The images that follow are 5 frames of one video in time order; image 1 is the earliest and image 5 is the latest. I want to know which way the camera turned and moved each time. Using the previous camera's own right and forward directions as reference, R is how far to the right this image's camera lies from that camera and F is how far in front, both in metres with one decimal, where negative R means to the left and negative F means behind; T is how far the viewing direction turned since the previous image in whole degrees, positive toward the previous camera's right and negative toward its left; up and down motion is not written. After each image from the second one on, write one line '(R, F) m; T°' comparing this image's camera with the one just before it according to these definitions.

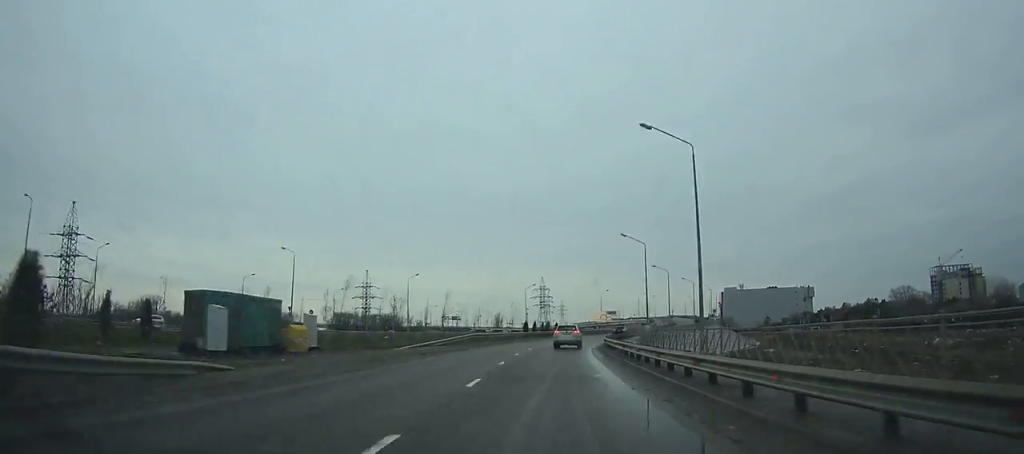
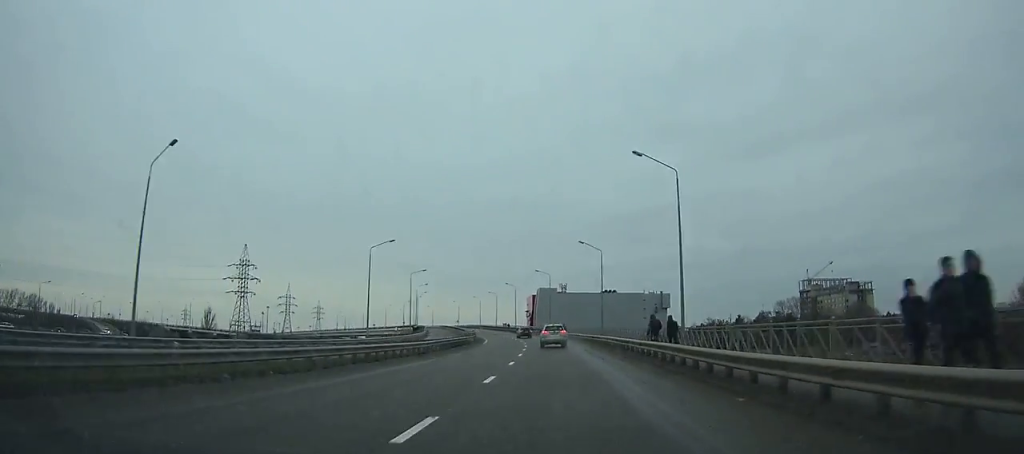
(+20.7, +124.9) m; +14°
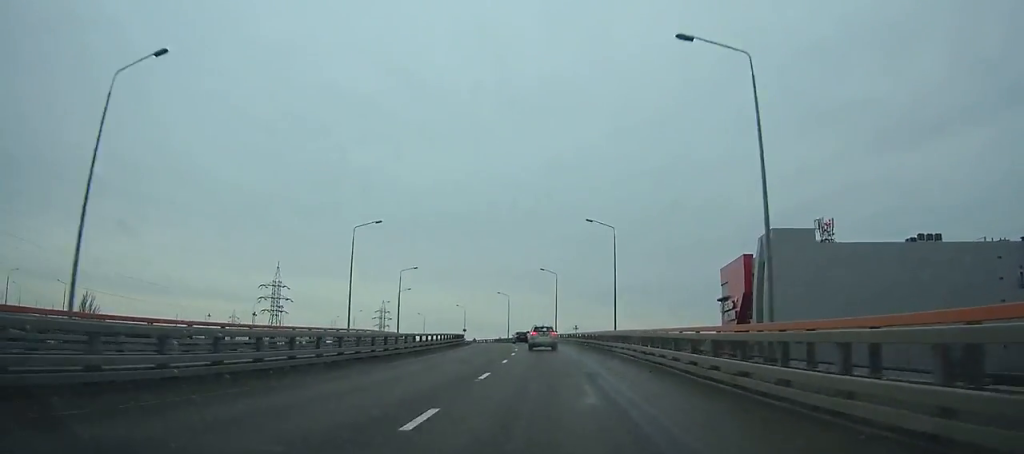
(-15.1, +149.0) m; -12°
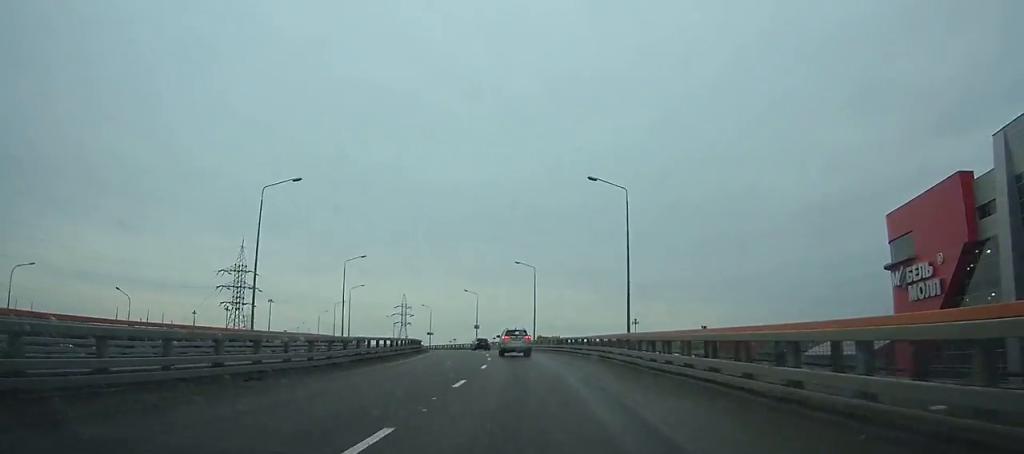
(-2.4, +49.4) m; -8°
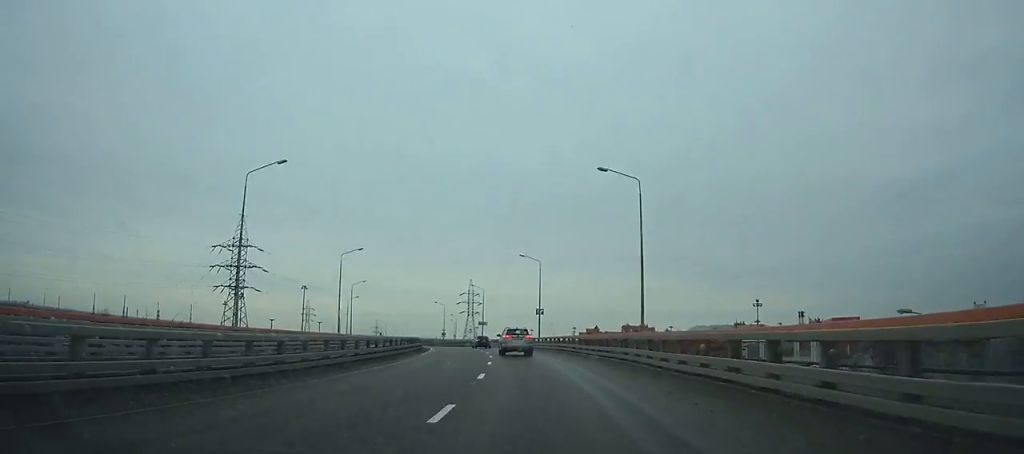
(-2.9, +37.1) m; -8°
